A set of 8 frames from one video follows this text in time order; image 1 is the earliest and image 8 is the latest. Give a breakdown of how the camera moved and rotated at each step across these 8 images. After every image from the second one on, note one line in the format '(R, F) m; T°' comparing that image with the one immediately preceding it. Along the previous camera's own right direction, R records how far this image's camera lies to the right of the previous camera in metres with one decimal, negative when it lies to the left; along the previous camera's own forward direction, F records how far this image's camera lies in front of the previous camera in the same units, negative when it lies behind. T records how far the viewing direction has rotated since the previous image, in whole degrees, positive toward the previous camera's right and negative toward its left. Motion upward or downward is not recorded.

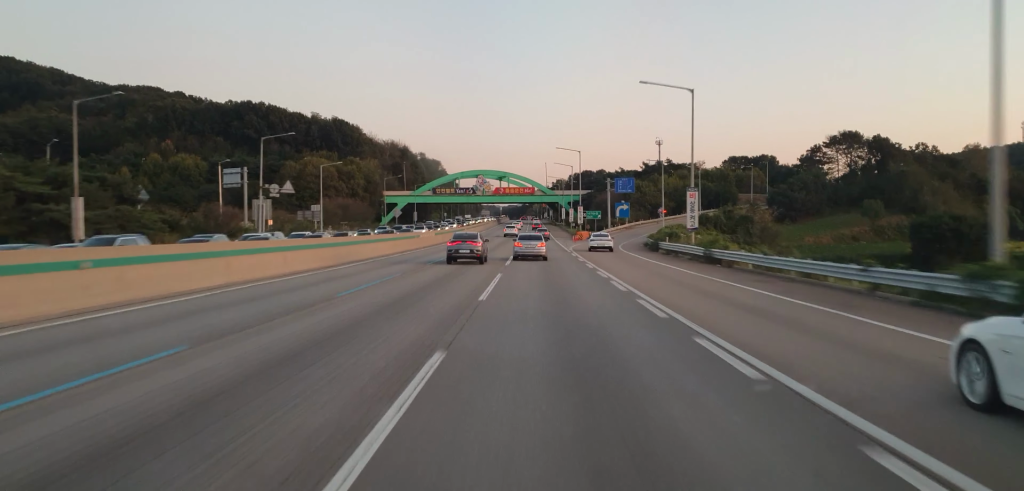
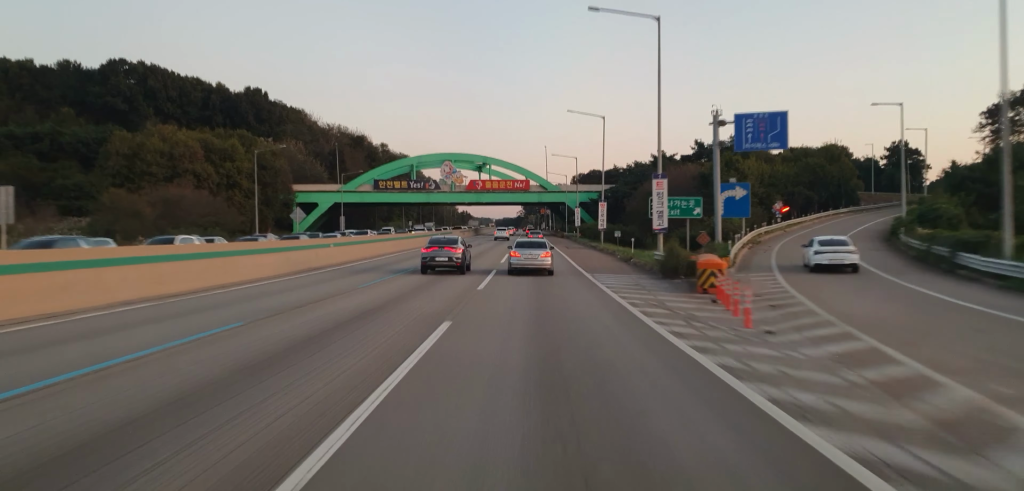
(+0.3, +72.8) m; +1°
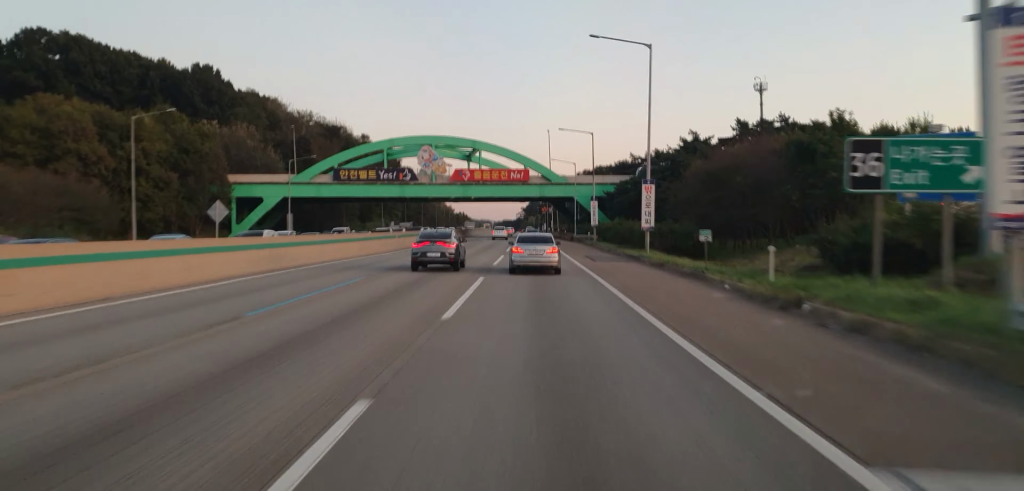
(+0.2, +28.2) m; 0°
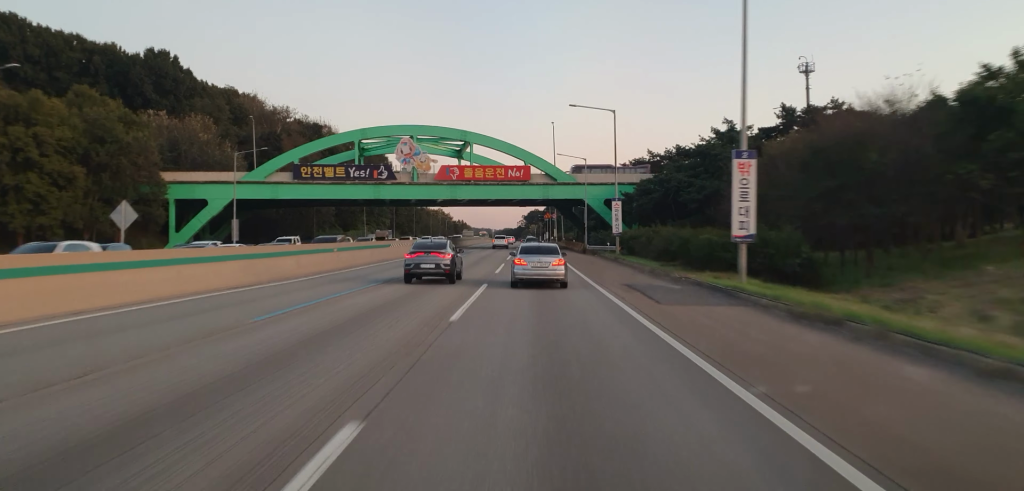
(0.0, +19.5) m; -1°
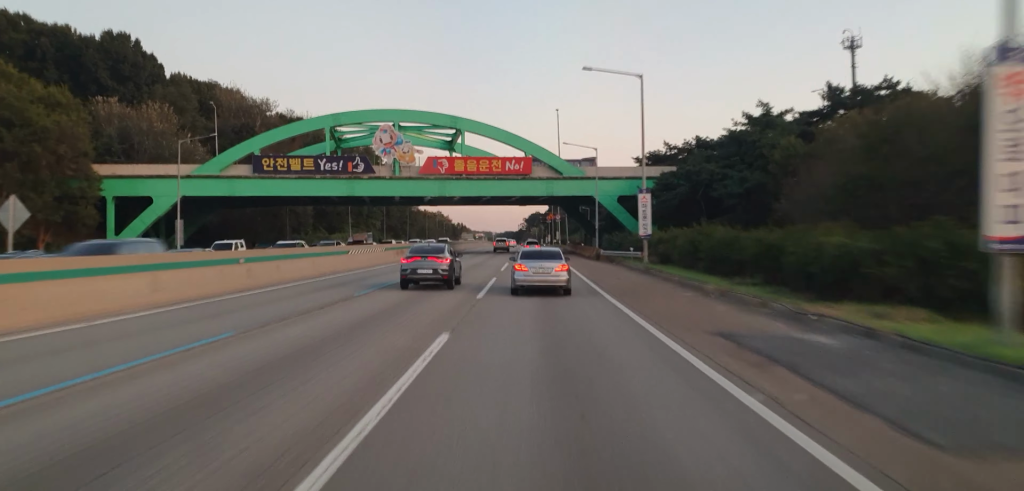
(-0.1, +13.8) m; -1°
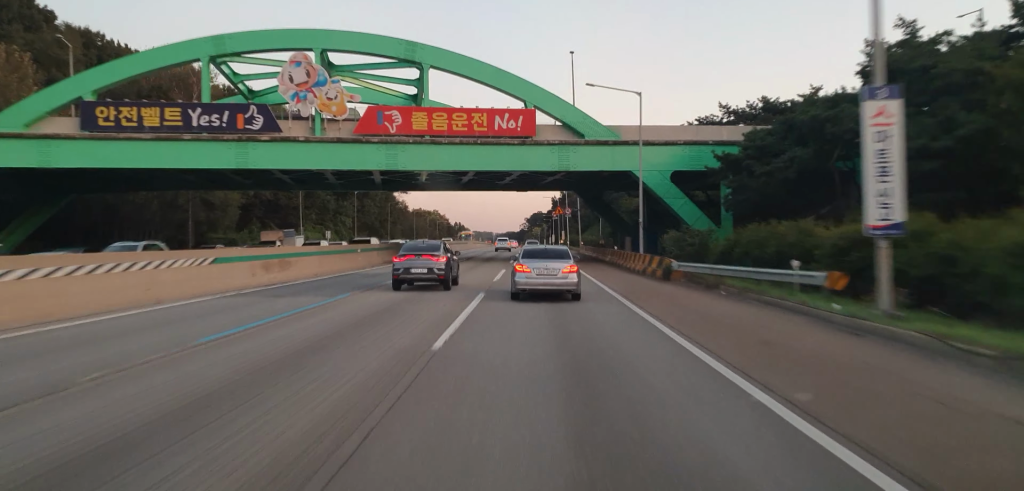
(-0.2, +30.7) m; 0°
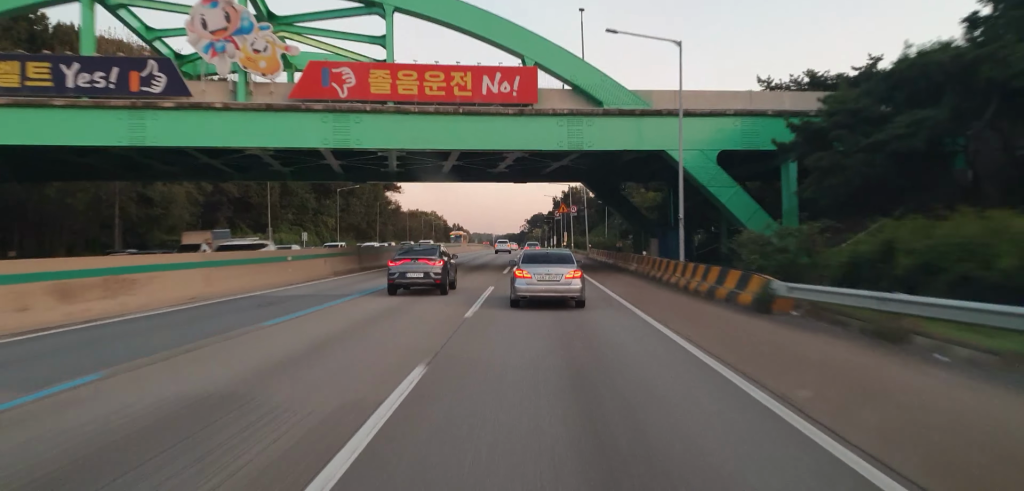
(+0.2, +13.2) m; 0°
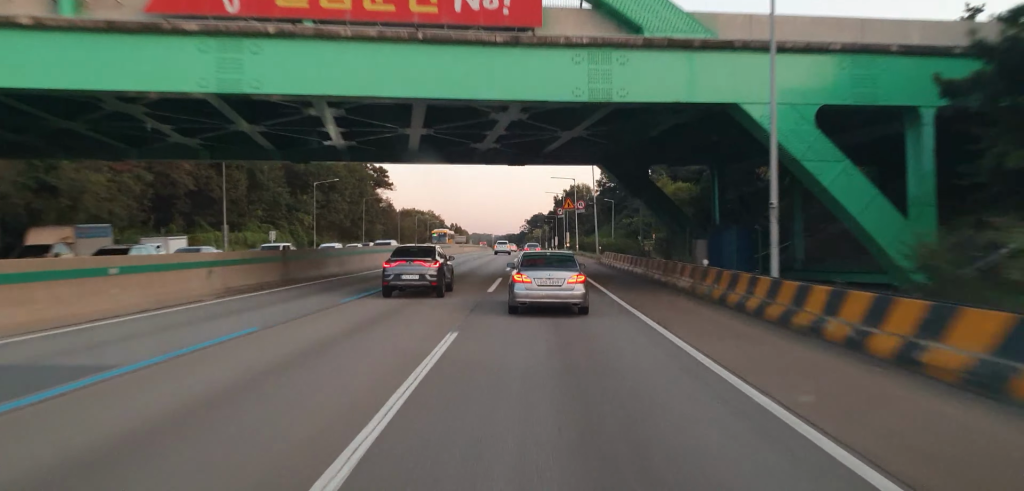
(+0.1, +14.0) m; 0°
